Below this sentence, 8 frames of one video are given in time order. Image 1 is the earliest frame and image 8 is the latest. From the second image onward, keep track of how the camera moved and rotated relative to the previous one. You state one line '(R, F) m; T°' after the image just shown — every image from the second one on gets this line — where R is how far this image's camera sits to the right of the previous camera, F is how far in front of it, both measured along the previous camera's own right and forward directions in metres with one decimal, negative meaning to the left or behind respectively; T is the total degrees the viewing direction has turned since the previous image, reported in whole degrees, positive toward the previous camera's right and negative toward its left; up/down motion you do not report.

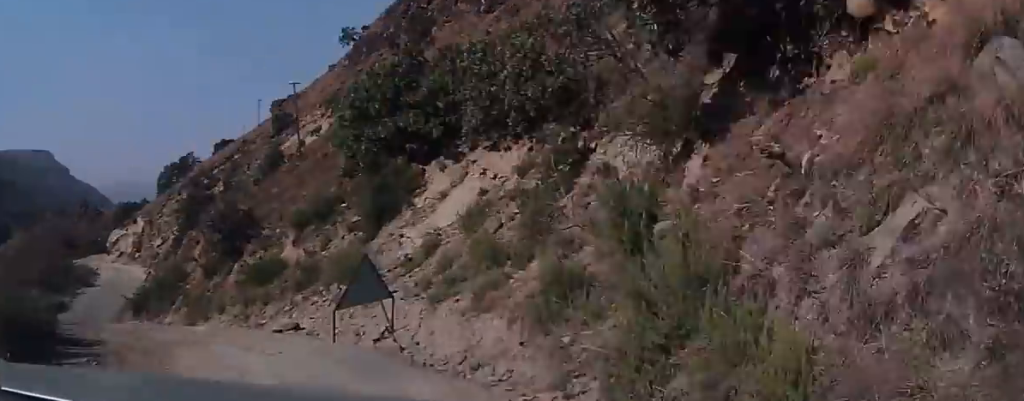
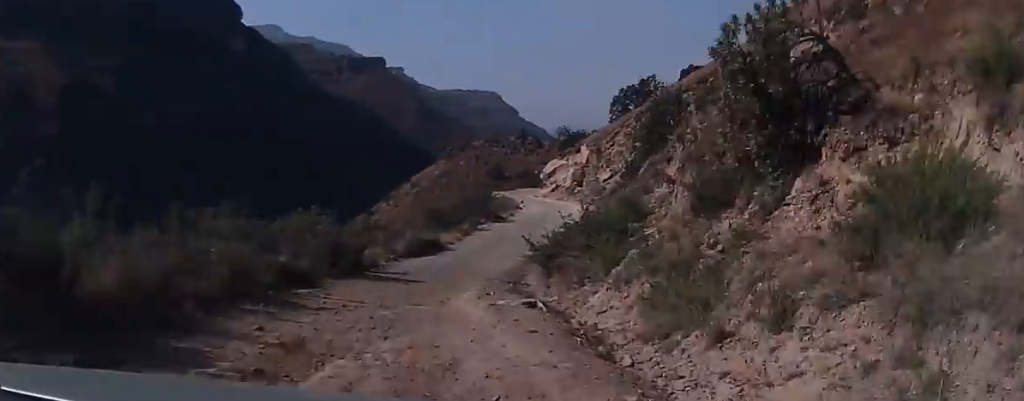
(+0.6, +15.9) m; 0°
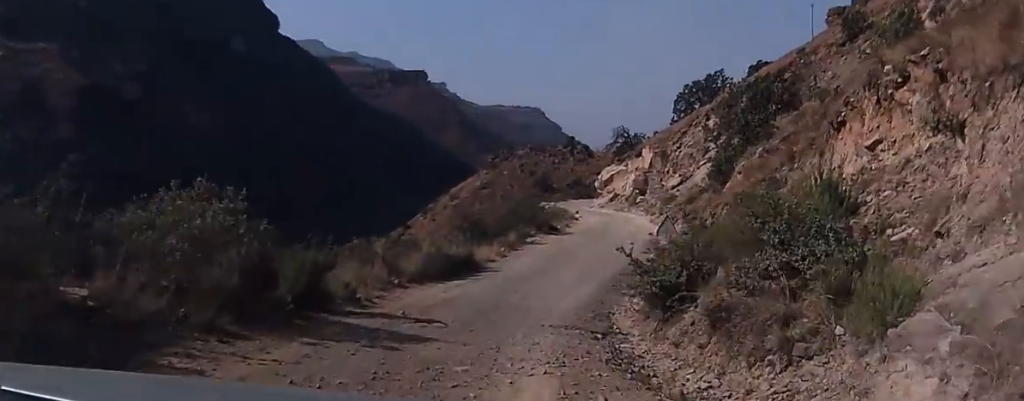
(-0.7, +22.2) m; 0°
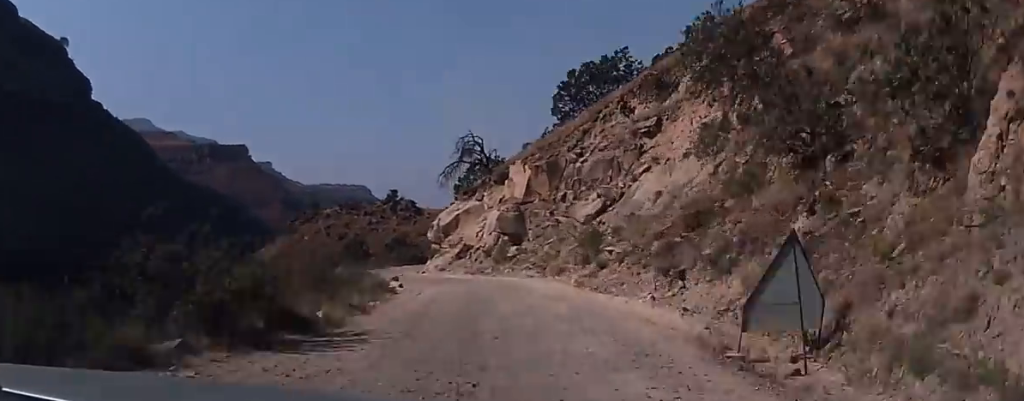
(+0.8, +45.9) m; 0°
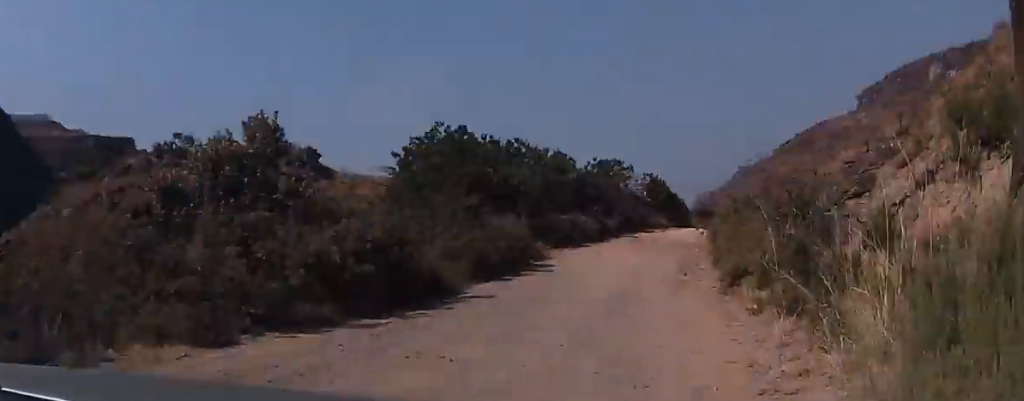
(+2.5, +47.5) m; +16°
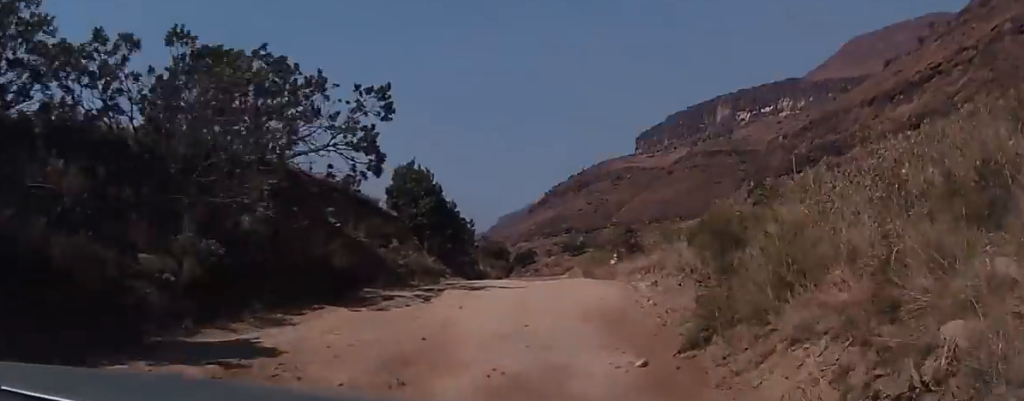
(+7.4, +36.6) m; +14°
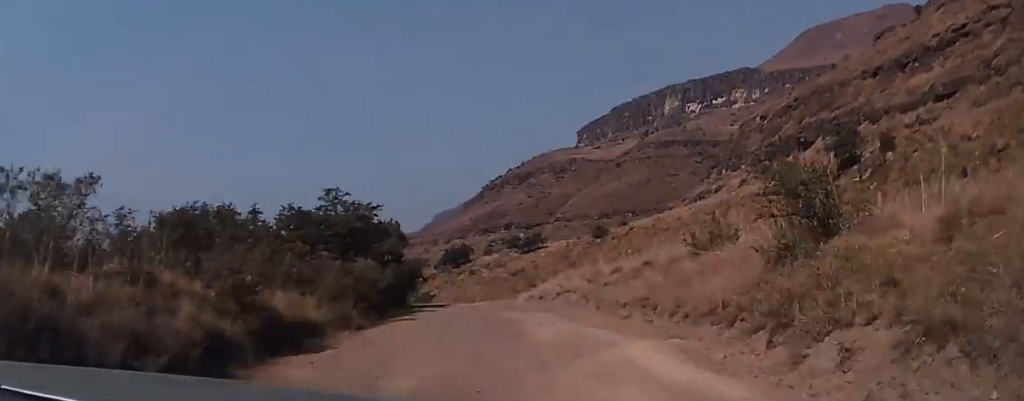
(+3.5, +62.0) m; +2°
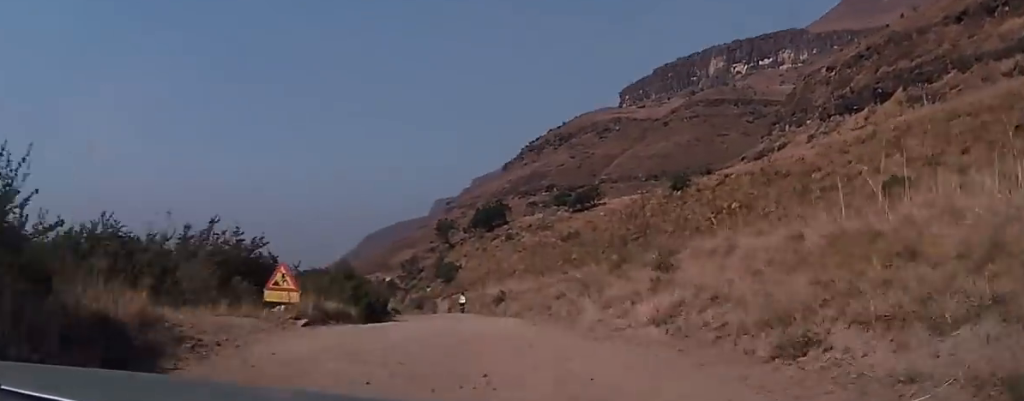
(0.0, +27.3) m; -2°
